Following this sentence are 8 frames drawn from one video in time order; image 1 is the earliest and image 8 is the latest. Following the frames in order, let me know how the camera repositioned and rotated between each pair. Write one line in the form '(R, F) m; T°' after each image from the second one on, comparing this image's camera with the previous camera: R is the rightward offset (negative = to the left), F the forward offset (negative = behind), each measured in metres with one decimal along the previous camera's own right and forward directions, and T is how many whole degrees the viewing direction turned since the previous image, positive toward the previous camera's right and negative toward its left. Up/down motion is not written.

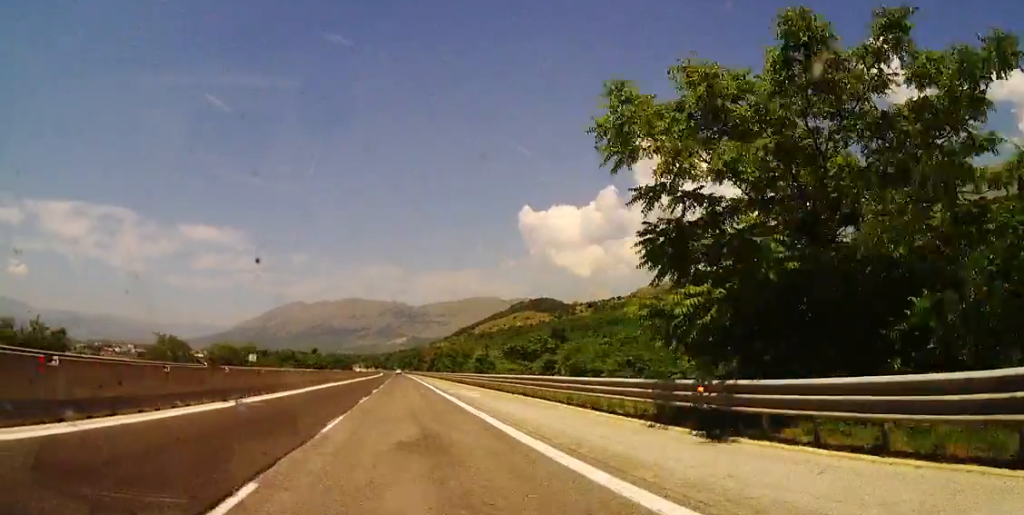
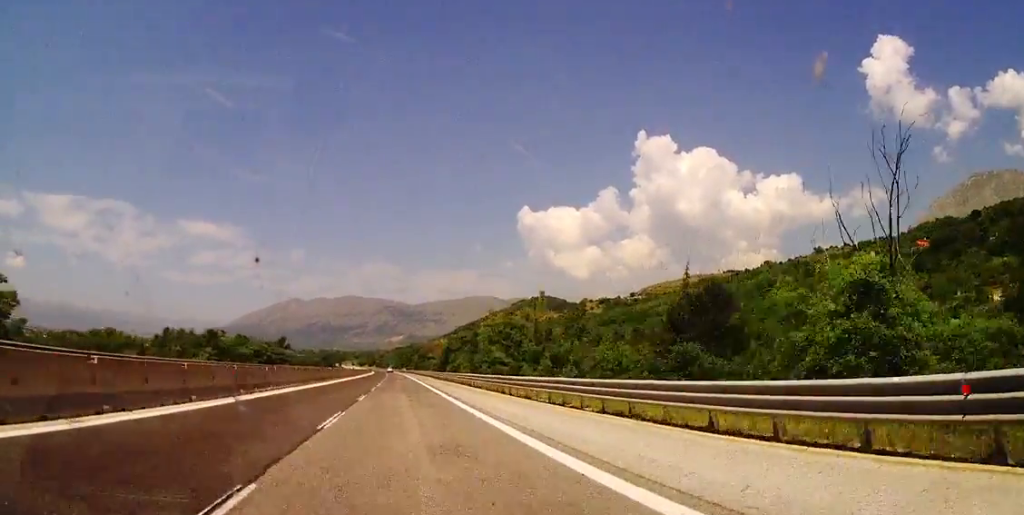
(+6.2, +60.3) m; +6°
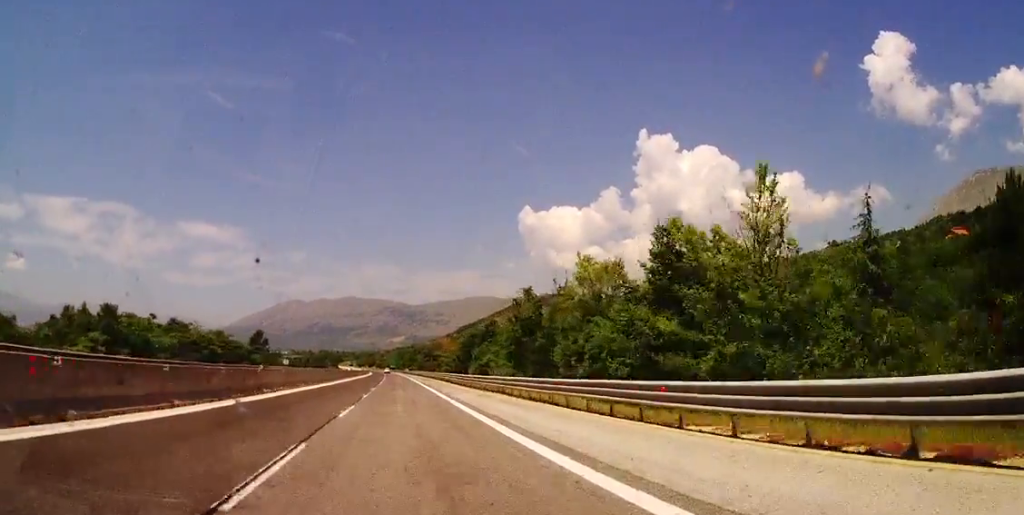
(-0.4, +32.6) m; 0°
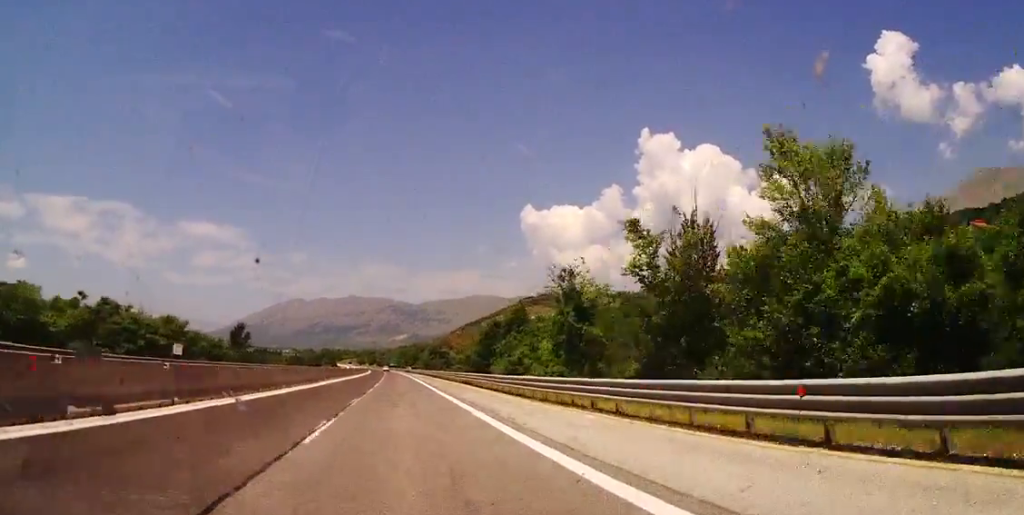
(+0.2, +18.6) m; 0°
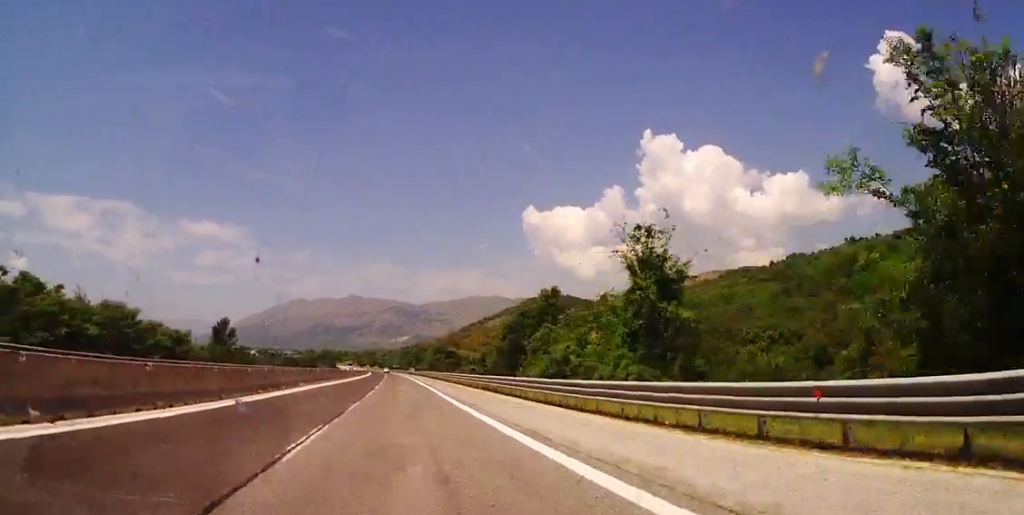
(+0.3, +13.9) m; 0°
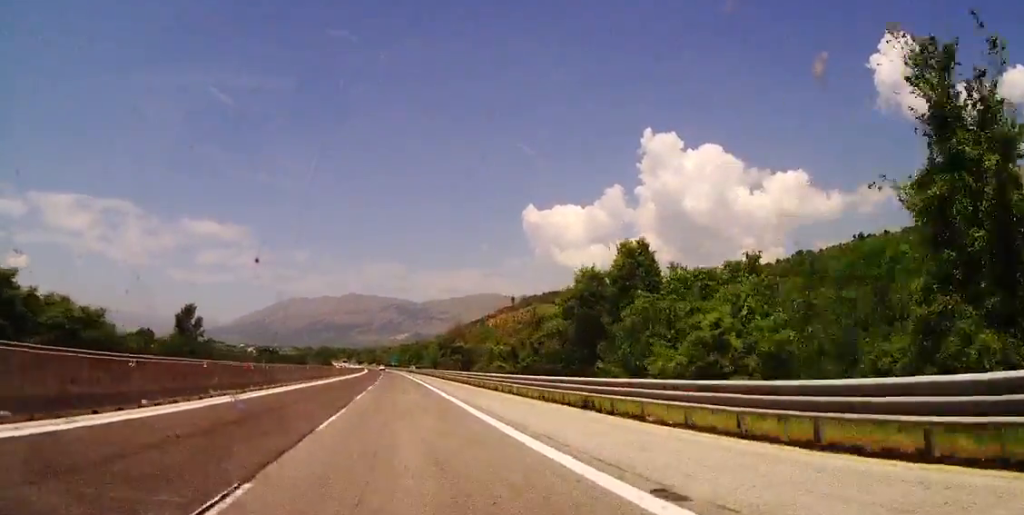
(-0.1, +19.7) m; 0°
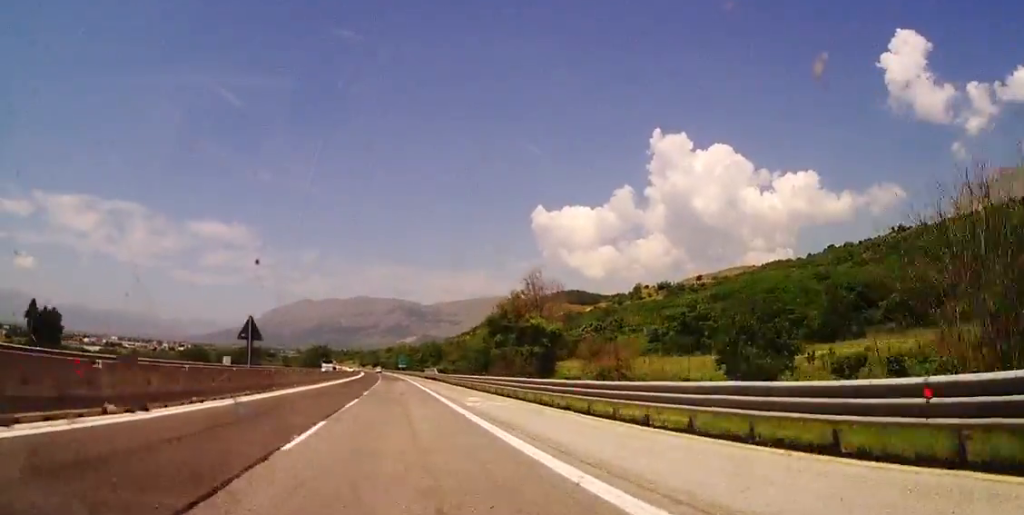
(-0.3, +63.5) m; 0°
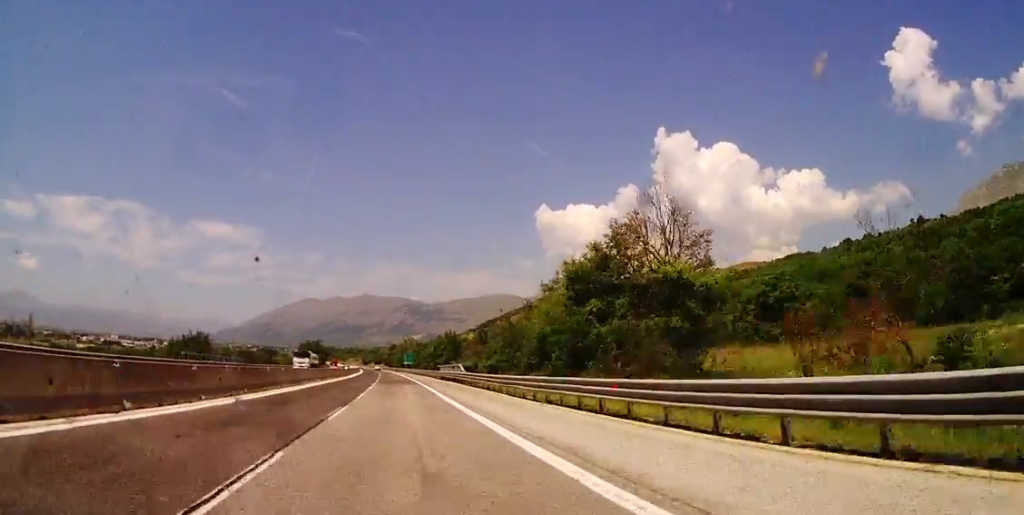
(+0.4, +30.0) m; 0°
